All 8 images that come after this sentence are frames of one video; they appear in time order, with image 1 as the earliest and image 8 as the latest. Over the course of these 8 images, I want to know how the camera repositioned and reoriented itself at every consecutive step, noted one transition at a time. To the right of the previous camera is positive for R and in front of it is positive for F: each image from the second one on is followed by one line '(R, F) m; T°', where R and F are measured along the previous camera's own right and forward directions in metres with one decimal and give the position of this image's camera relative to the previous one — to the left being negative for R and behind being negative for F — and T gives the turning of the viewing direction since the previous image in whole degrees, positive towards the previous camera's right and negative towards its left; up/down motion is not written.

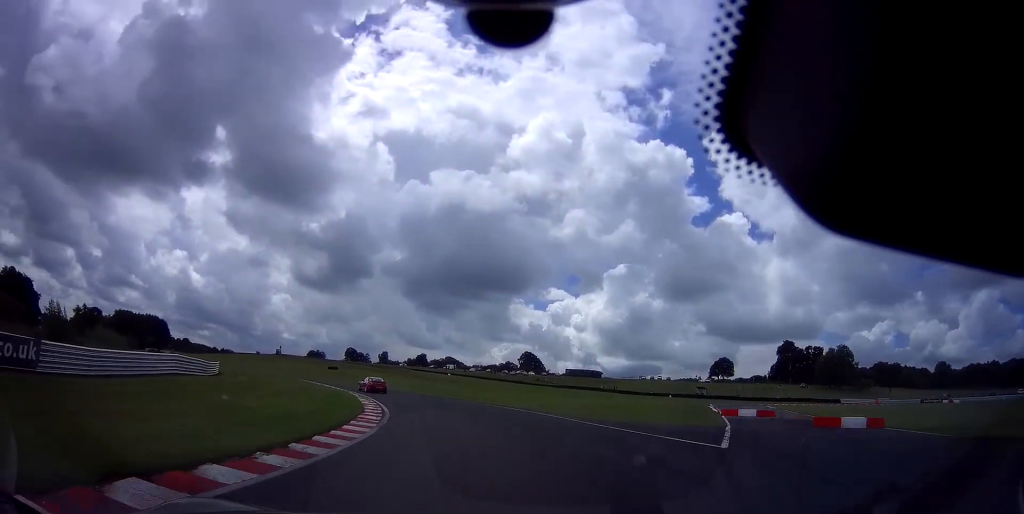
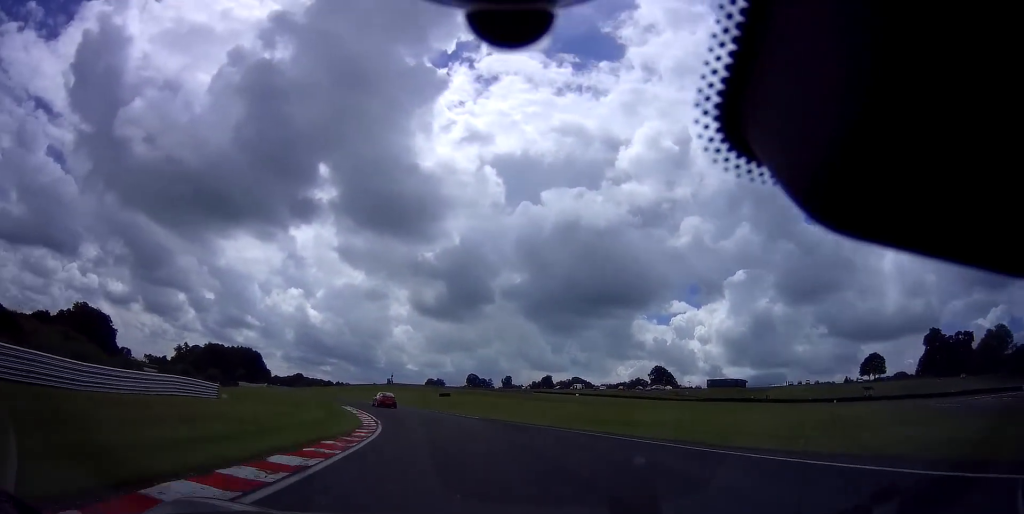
(-2.3, +22.7) m; -13°
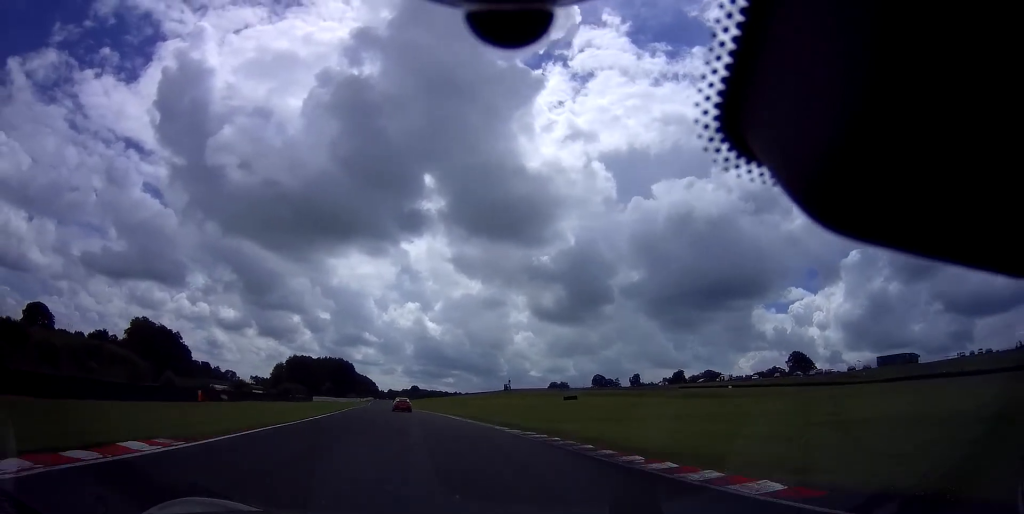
(-4.5, +32.1) m; -14°
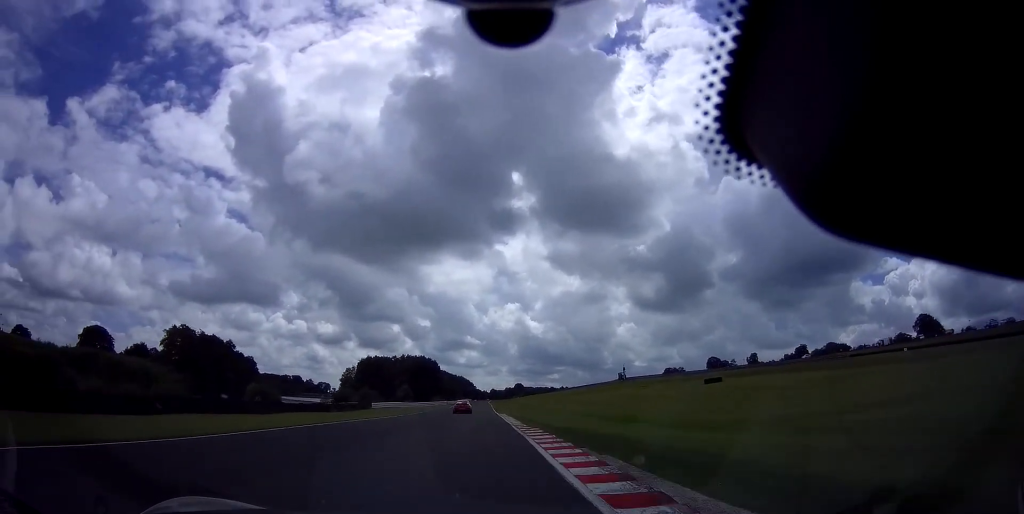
(-3.6, +34.4) m; -9°
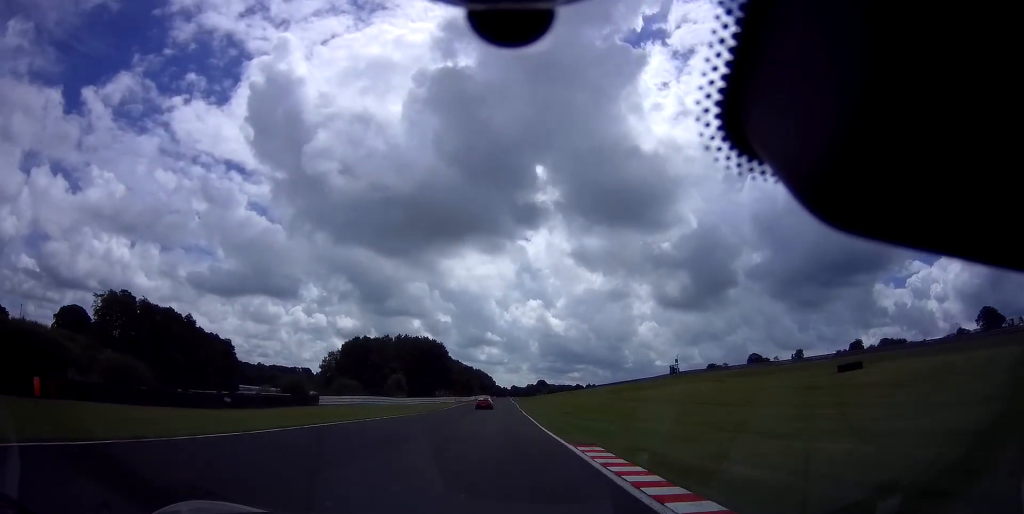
(-2.3, +40.1) m; -4°
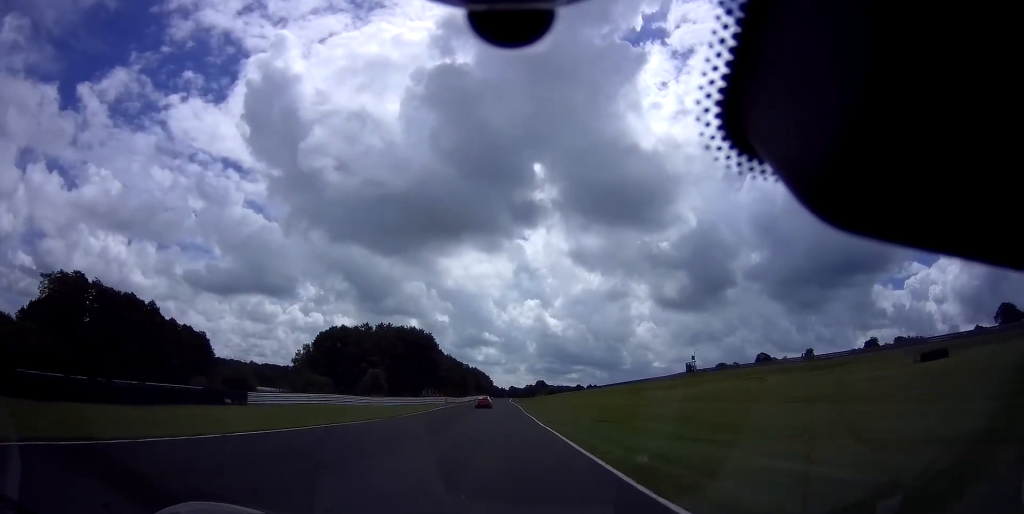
(-0.2, +17.3) m; 0°
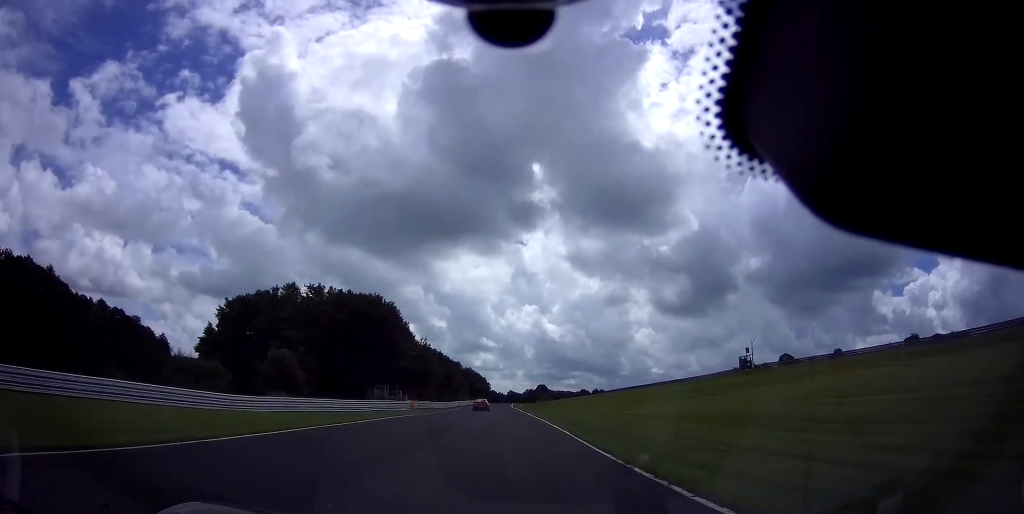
(+0.3, +38.0) m; 0°
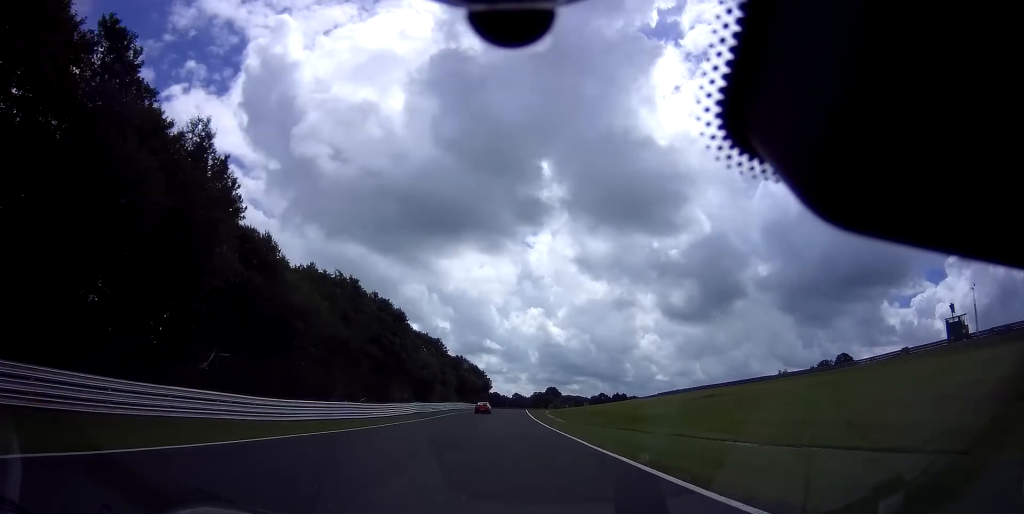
(-0.2, +64.5) m; 0°
